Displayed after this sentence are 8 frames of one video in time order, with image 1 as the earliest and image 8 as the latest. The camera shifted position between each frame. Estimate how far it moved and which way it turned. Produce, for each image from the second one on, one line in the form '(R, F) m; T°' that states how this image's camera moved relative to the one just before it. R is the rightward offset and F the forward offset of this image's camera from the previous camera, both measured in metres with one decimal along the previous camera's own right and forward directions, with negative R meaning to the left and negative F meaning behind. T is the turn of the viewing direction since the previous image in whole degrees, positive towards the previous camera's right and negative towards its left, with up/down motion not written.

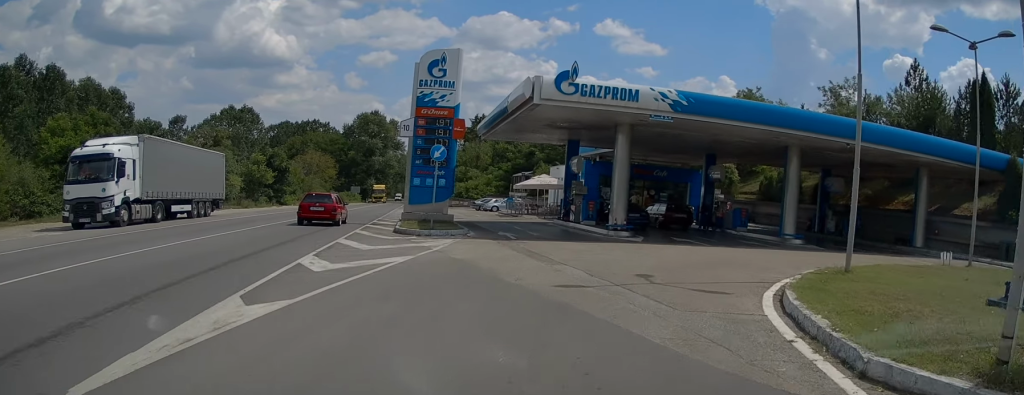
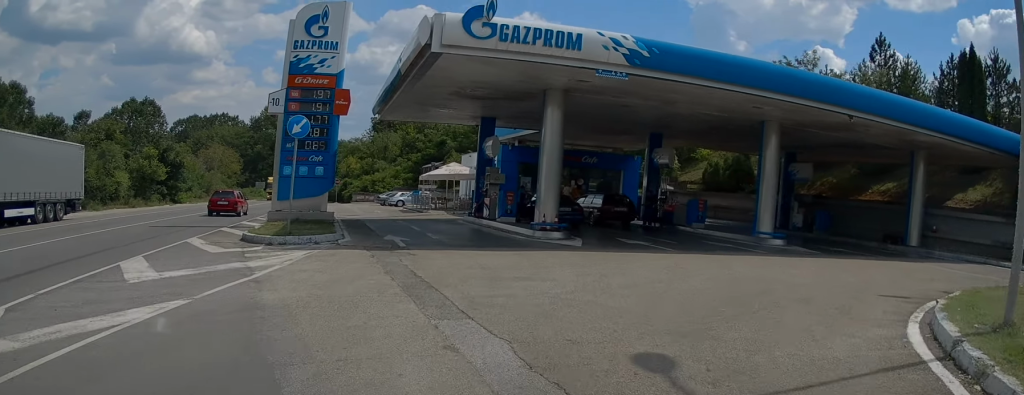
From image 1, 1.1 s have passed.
(+0.2, +7.2) m; +8°
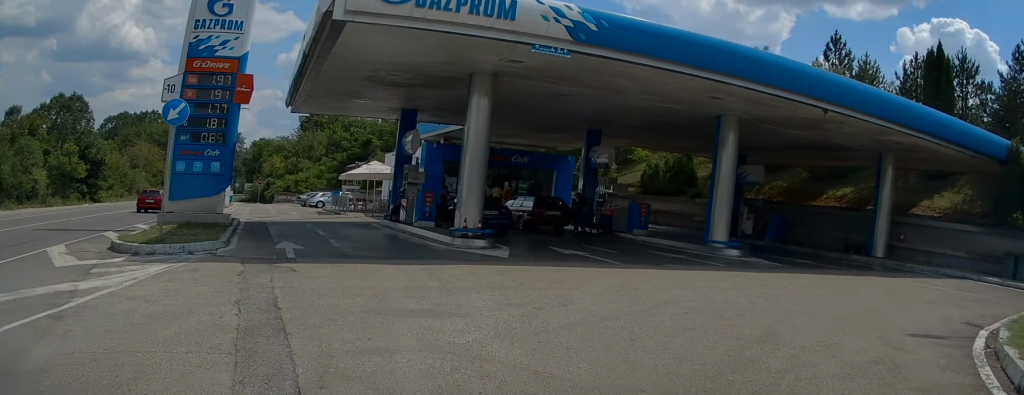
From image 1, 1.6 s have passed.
(+0.2, +3.2) m; +7°
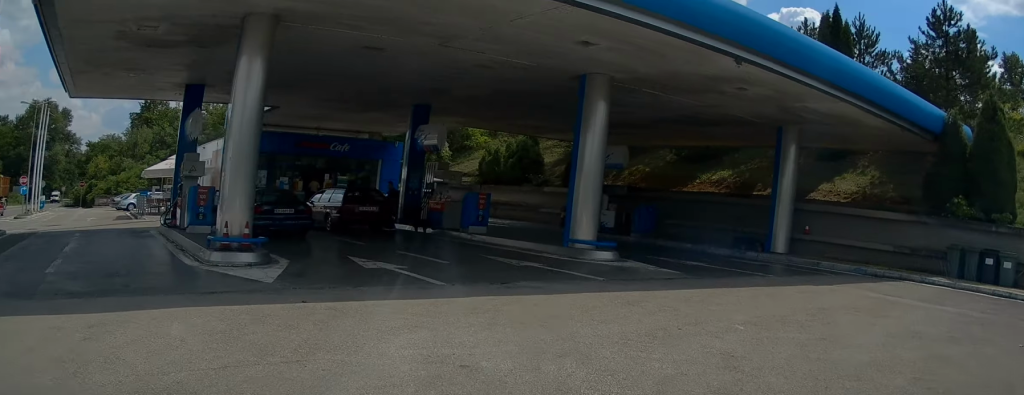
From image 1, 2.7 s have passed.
(+0.4, +5.1) m; +16°
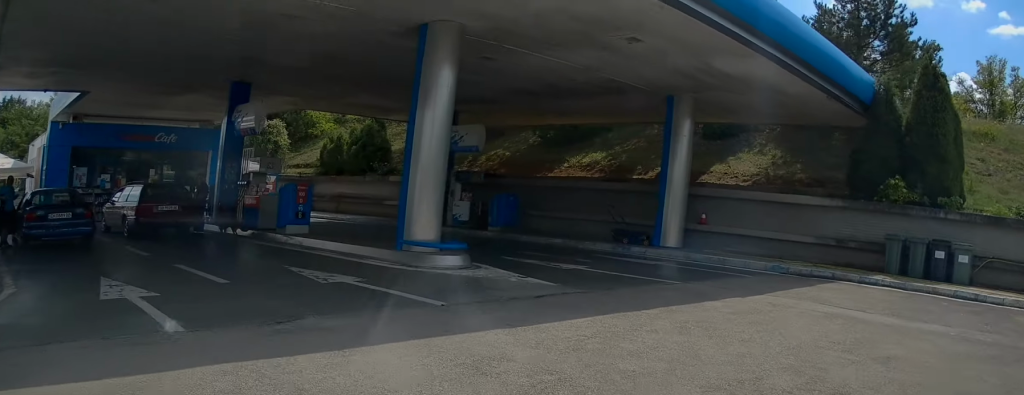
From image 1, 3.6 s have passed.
(+0.6, +3.6) m; +12°
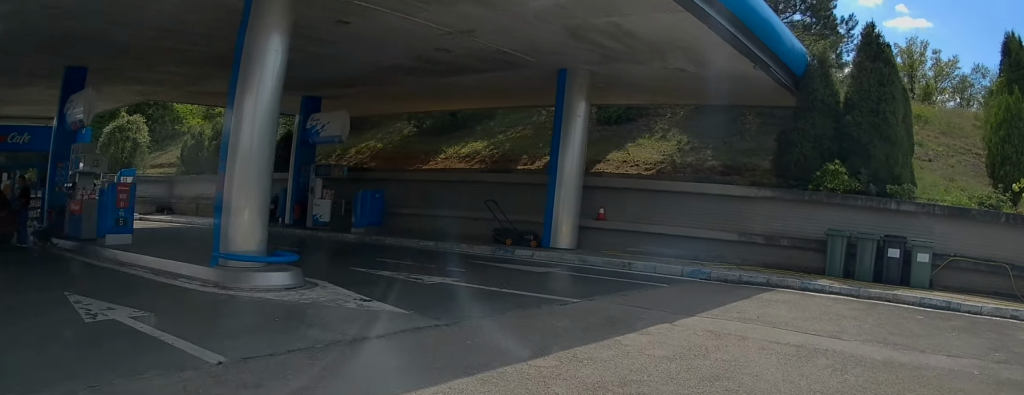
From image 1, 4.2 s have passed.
(+0.2, +2.6) m; +3°
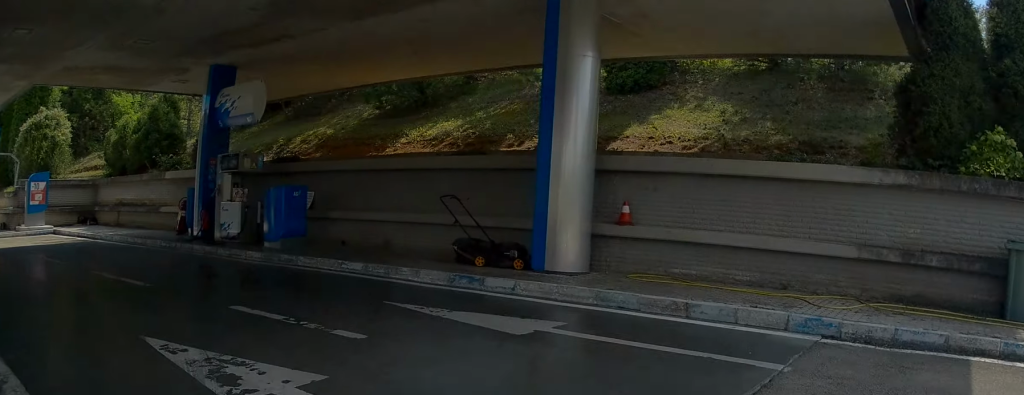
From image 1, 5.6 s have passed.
(0.0, +5.5) m; -6°
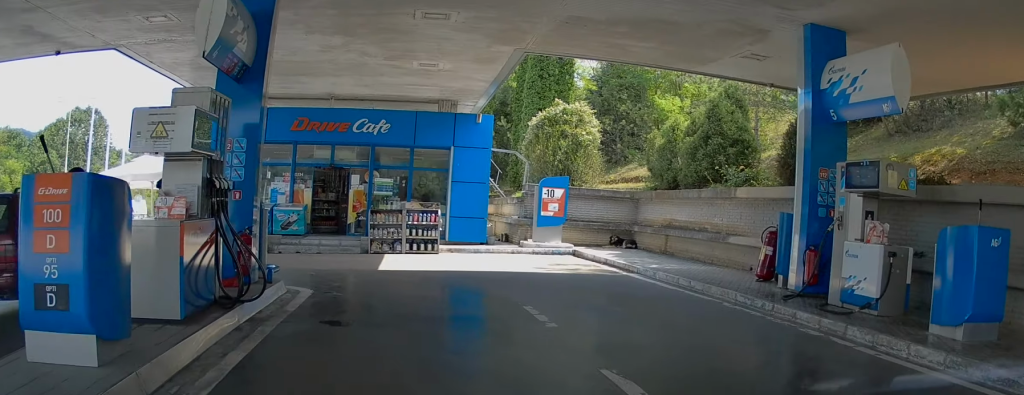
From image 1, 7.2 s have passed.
(-1.3, +5.9) m; -27°
